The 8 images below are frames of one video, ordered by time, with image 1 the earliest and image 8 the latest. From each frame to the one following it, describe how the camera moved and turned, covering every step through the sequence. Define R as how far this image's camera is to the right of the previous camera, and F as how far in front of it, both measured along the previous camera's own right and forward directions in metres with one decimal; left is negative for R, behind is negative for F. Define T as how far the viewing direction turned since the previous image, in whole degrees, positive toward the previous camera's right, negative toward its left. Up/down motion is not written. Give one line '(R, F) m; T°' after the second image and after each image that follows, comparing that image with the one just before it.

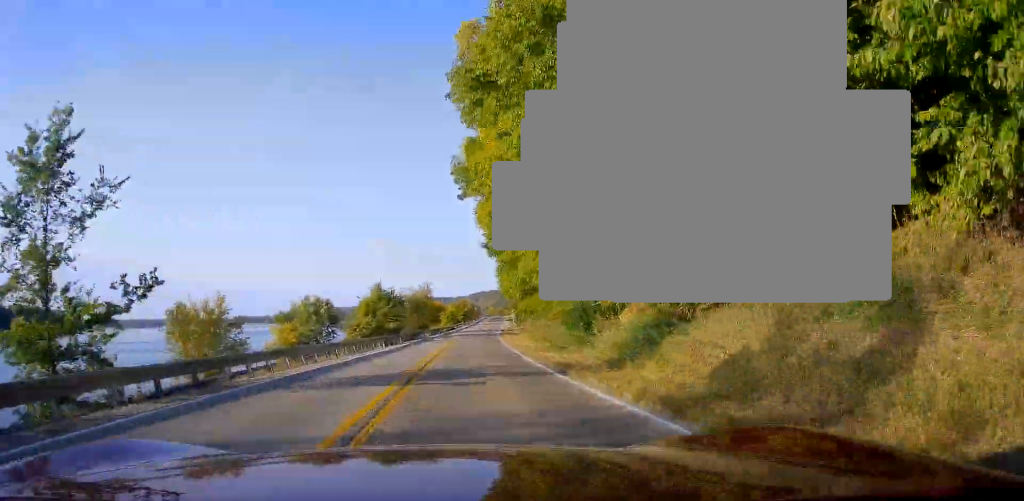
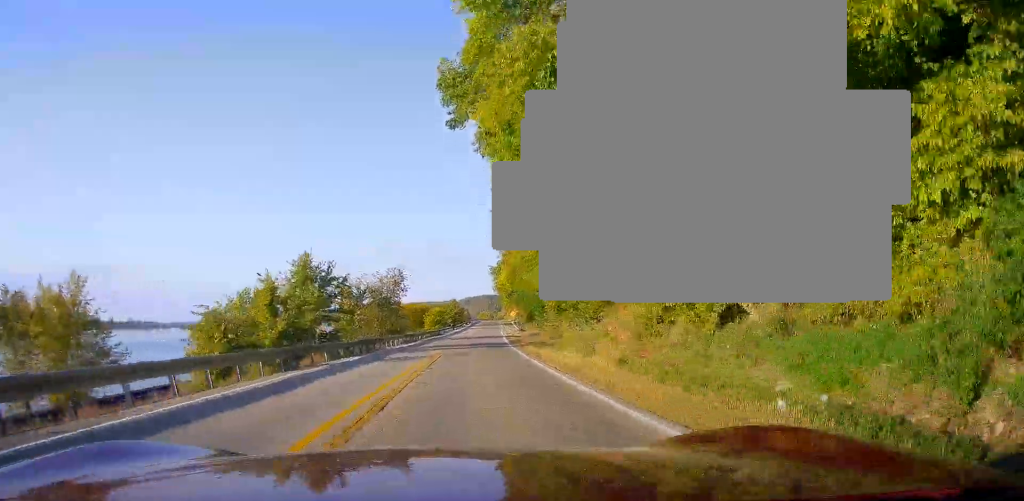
(-0.8, +23.8) m; 0°
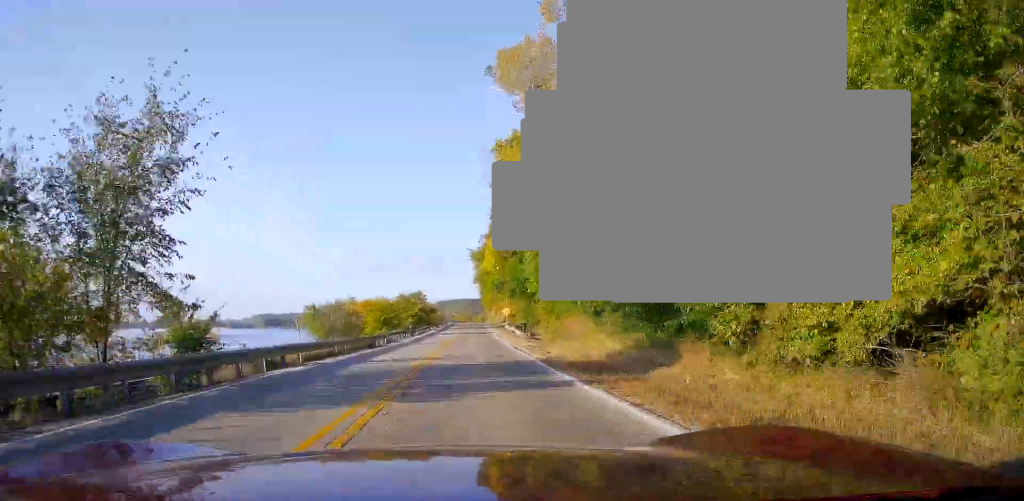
(+1.4, +38.9) m; +4°
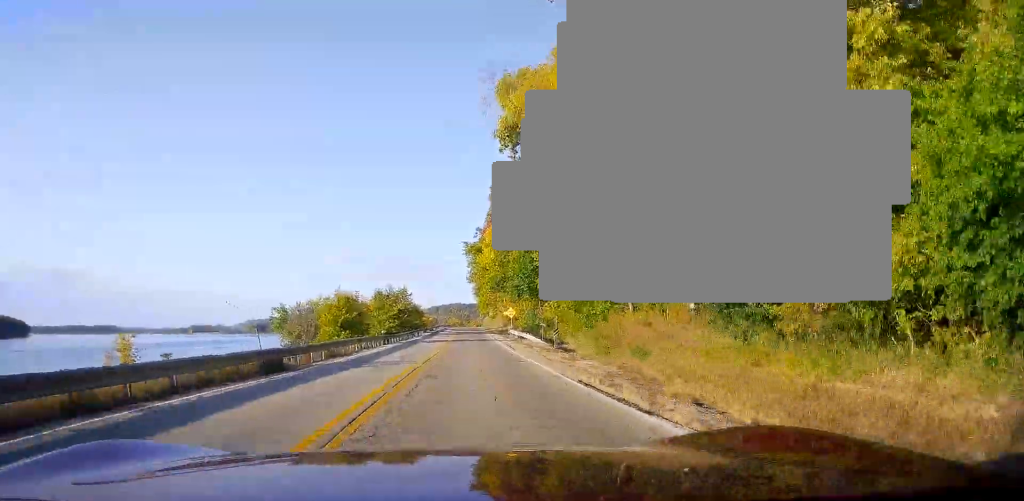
(+0.3, +16.7) m; +2°
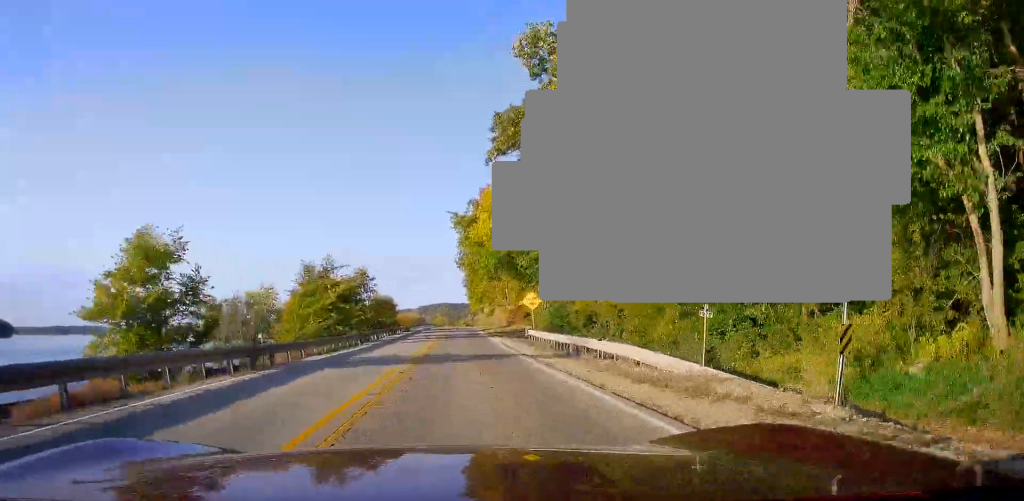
(+0.6, +25.9) m; +2°
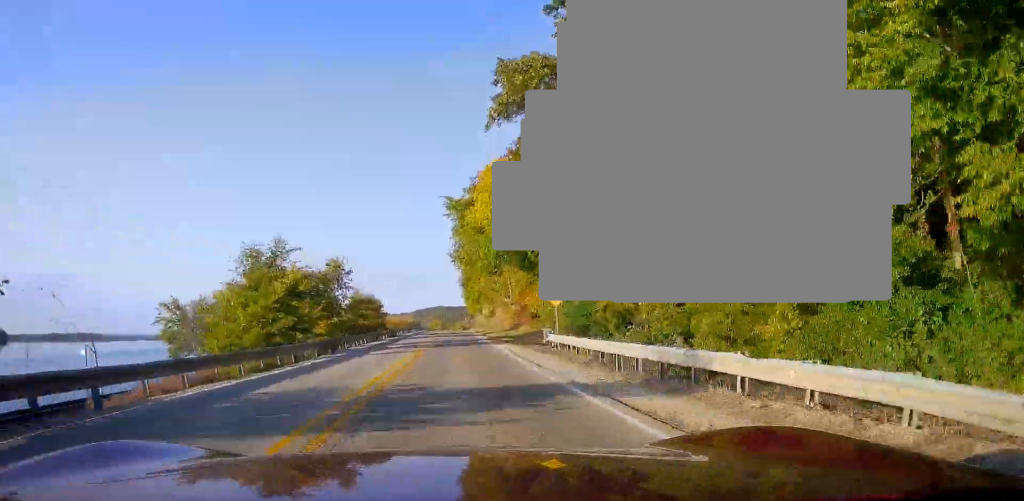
(0.0, +10.0) m; 0°
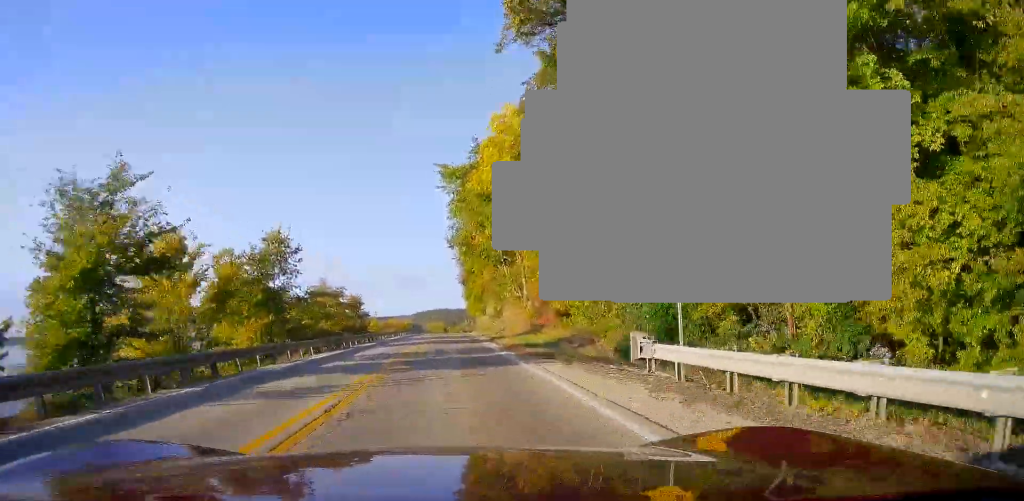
(0.0, +14.7) m; 0°
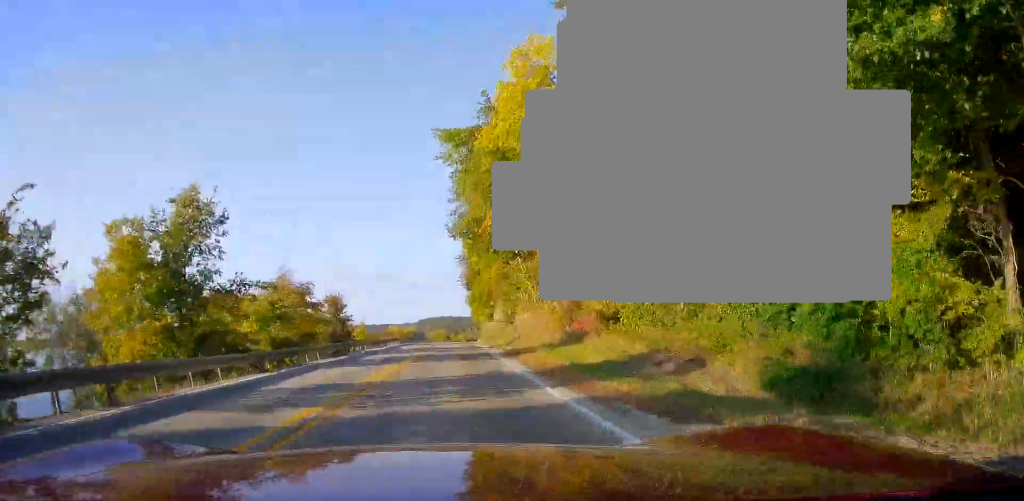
(0.0, +10.8) m; 0°
